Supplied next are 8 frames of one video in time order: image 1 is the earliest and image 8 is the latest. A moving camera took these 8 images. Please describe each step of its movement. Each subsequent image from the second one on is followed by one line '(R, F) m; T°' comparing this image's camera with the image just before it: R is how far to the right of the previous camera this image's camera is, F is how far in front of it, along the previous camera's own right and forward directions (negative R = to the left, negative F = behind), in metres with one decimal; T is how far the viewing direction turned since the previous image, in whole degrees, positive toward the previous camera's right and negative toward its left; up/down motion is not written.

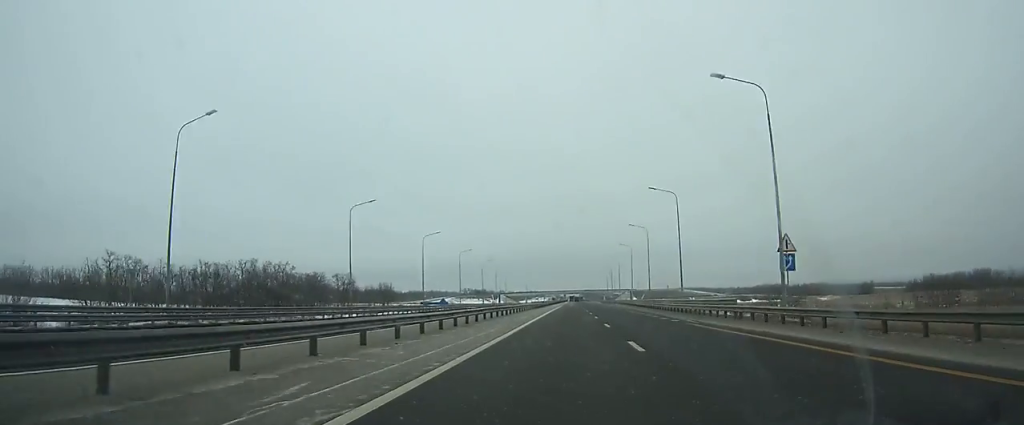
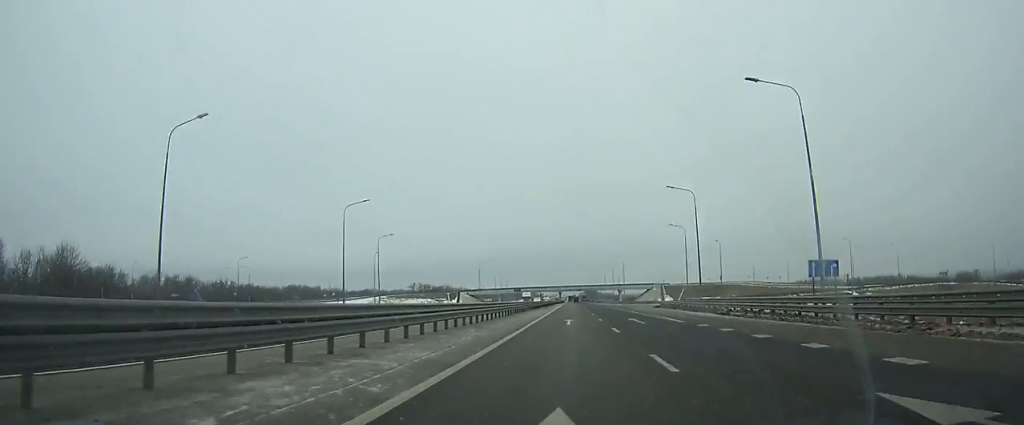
(+0.3, +148.4) m; 0°
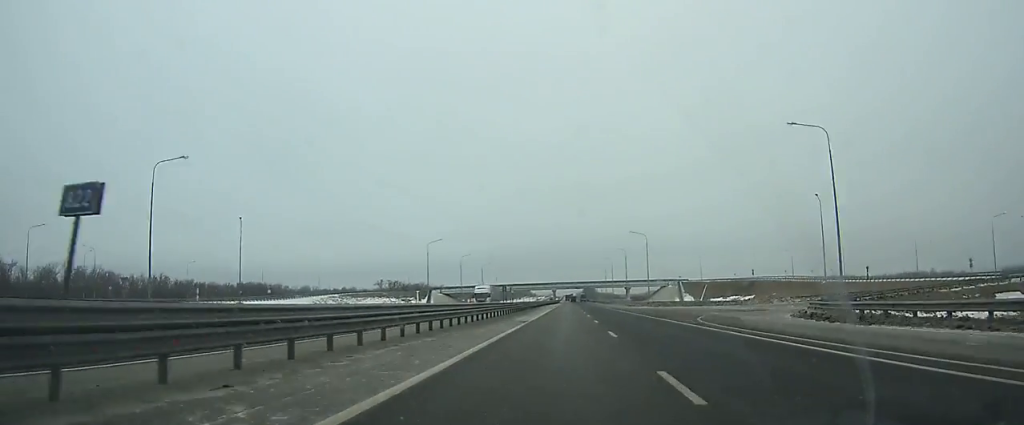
(+0.2, +51.3) m; 0°
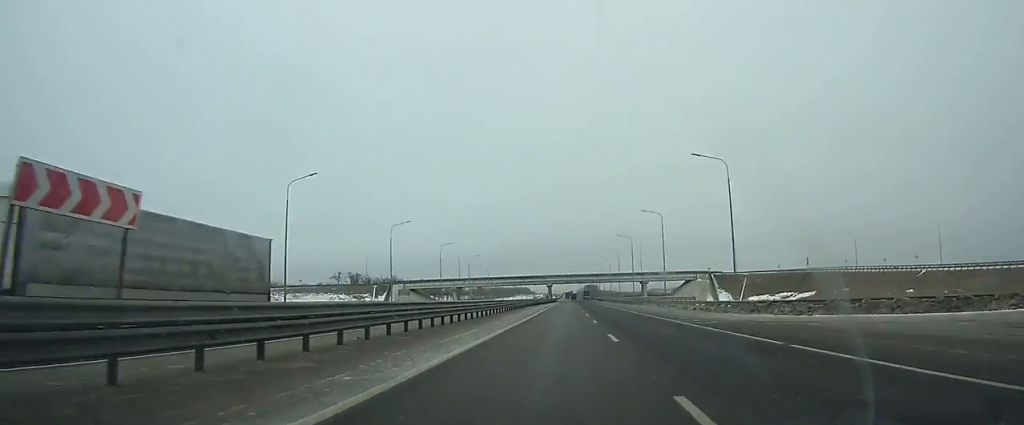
(0.0, +50.8) m; 0°
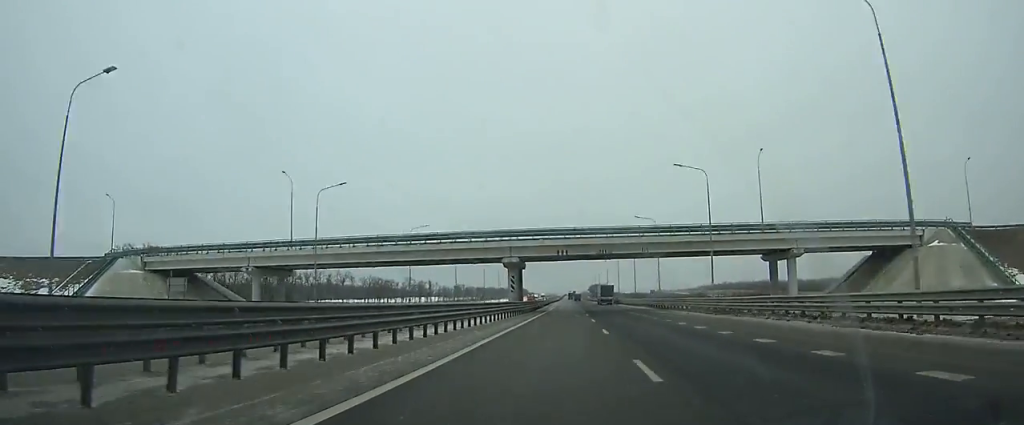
(-0.2, +116.6) m; 0°
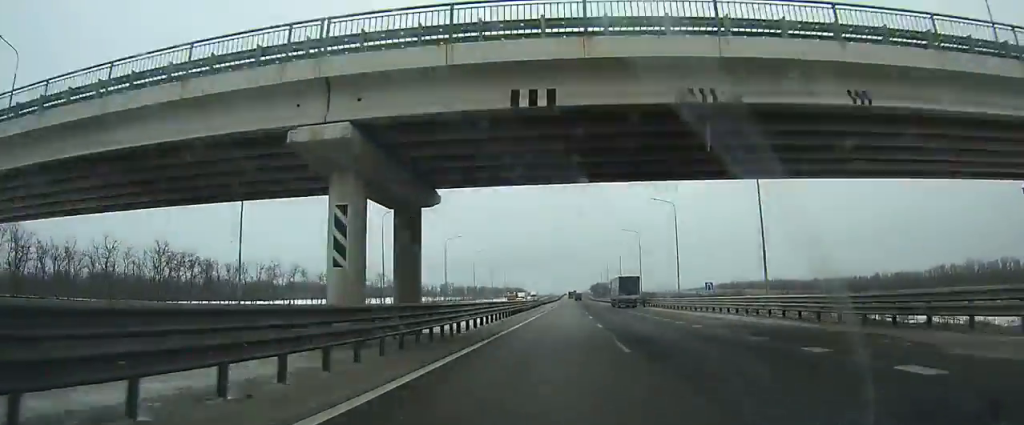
(0.0, +43.9) m; 0°
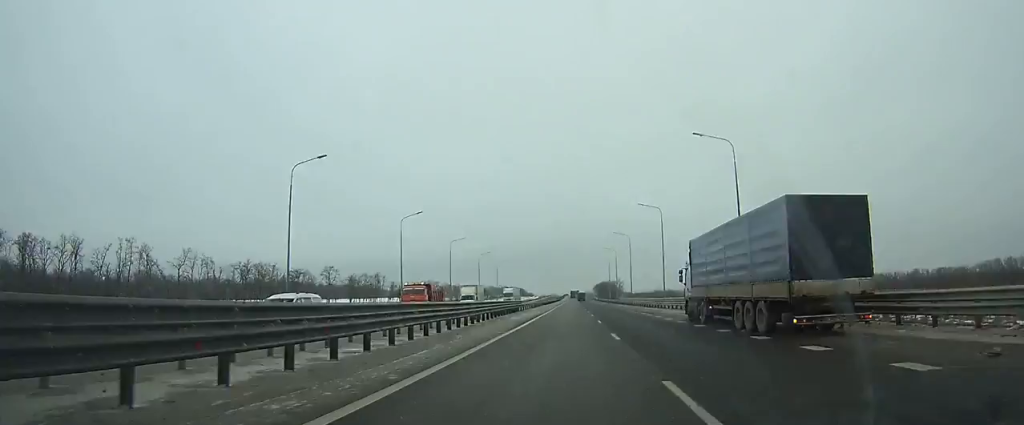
(0.0, +56.4) m; 0°
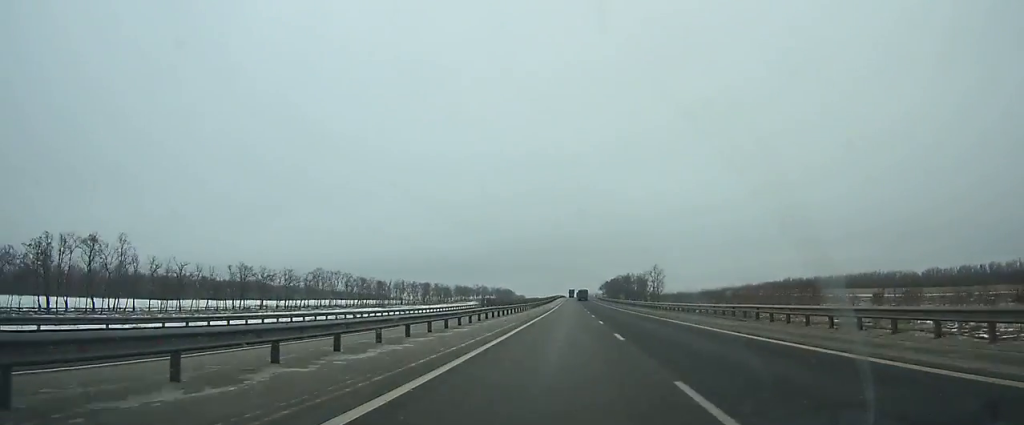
(+0.3, +157.0) m; 0°
